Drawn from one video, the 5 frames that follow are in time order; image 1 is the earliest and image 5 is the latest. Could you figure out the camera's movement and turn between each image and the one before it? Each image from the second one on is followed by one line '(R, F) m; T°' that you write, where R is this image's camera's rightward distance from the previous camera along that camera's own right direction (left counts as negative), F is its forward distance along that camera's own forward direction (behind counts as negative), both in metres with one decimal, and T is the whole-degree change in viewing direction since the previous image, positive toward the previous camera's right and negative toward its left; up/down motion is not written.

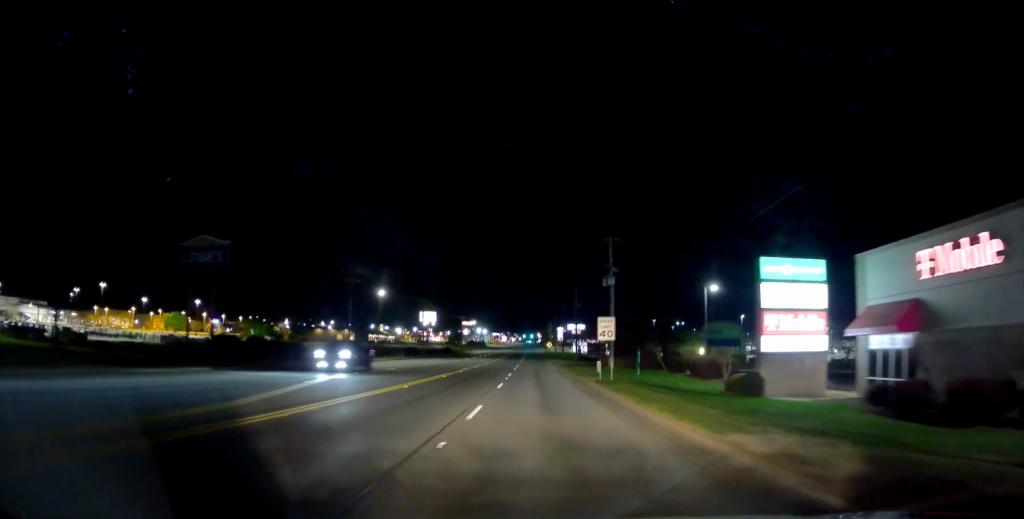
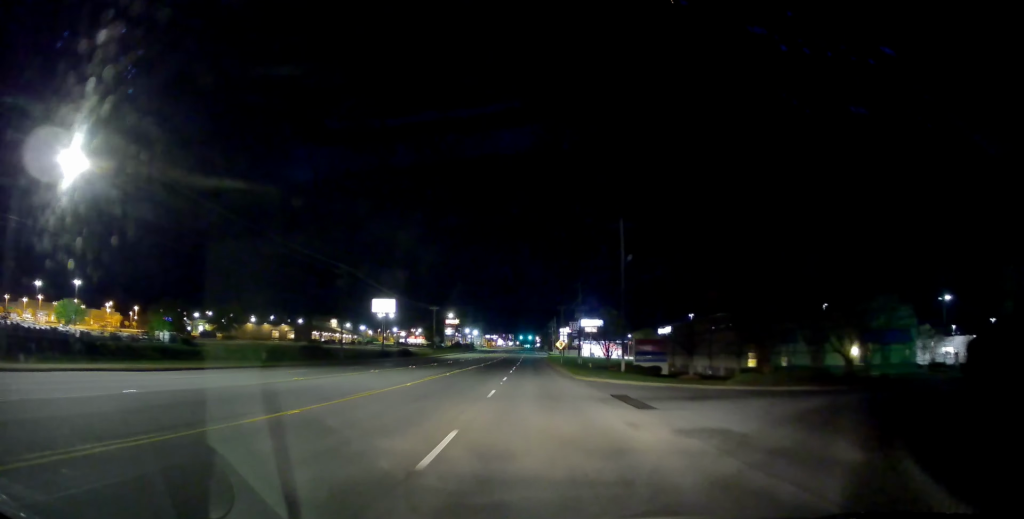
(+0.4, +51.7) m; +1°
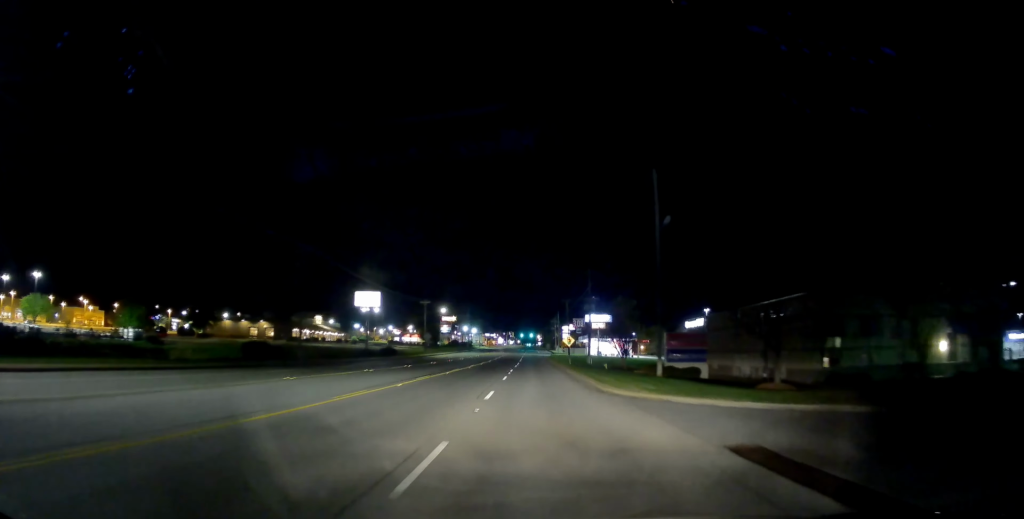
(0.0, +13.5) m; 0°
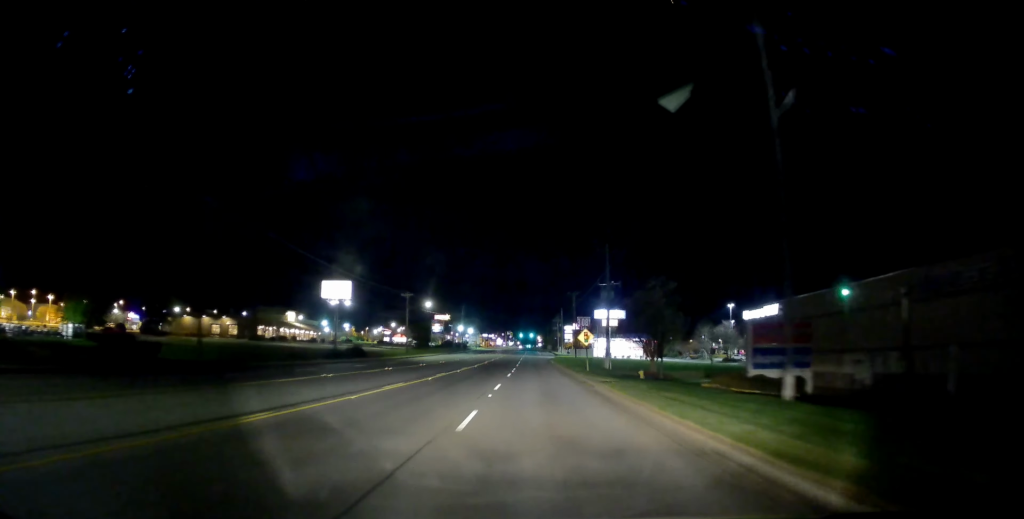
(0.0, +18.6) m; -1°
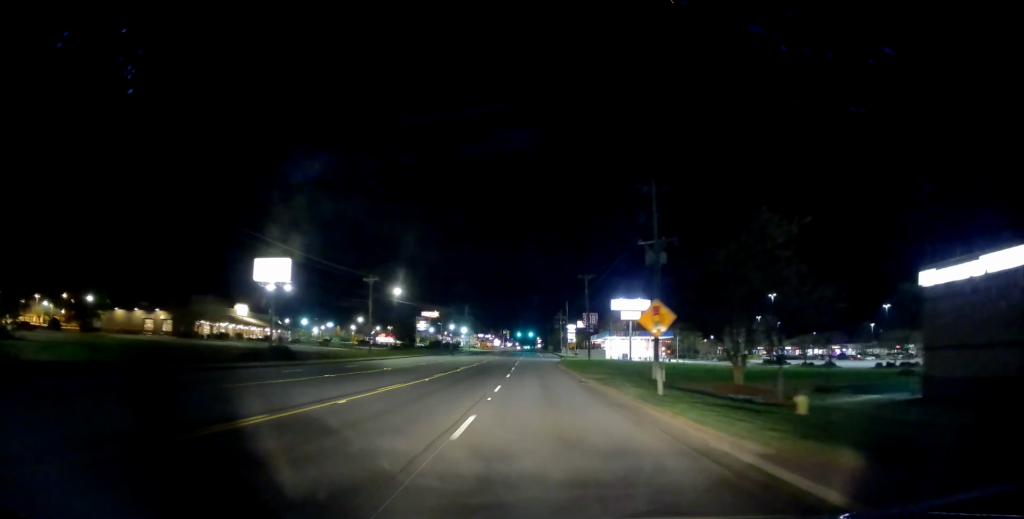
(-0.2, +24.0) m; 0°
